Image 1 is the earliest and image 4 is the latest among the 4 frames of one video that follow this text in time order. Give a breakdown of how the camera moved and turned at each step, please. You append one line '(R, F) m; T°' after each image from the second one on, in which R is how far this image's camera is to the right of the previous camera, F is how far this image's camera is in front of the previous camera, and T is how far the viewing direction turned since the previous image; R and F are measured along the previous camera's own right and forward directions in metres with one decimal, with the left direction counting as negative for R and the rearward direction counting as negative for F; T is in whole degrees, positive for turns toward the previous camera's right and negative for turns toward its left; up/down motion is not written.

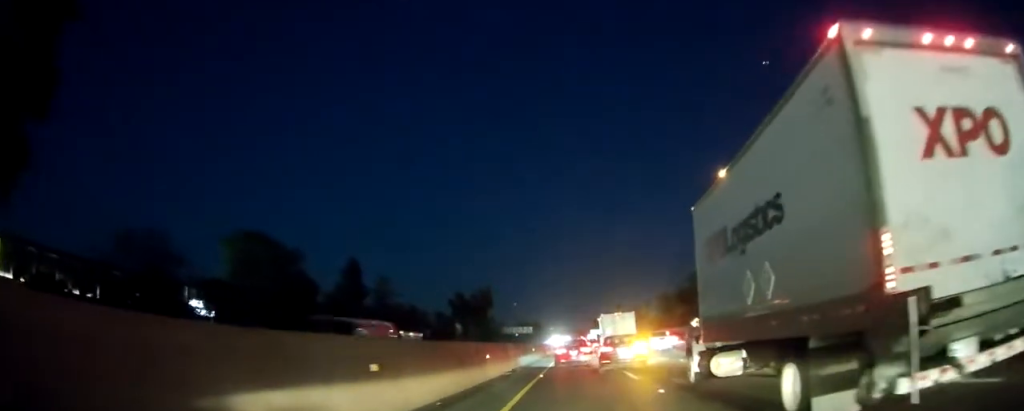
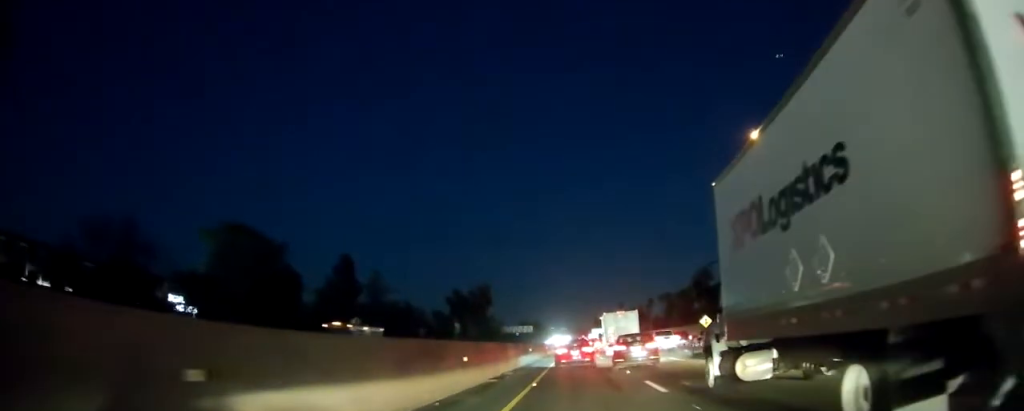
(0.0, +5.5) m; 0°
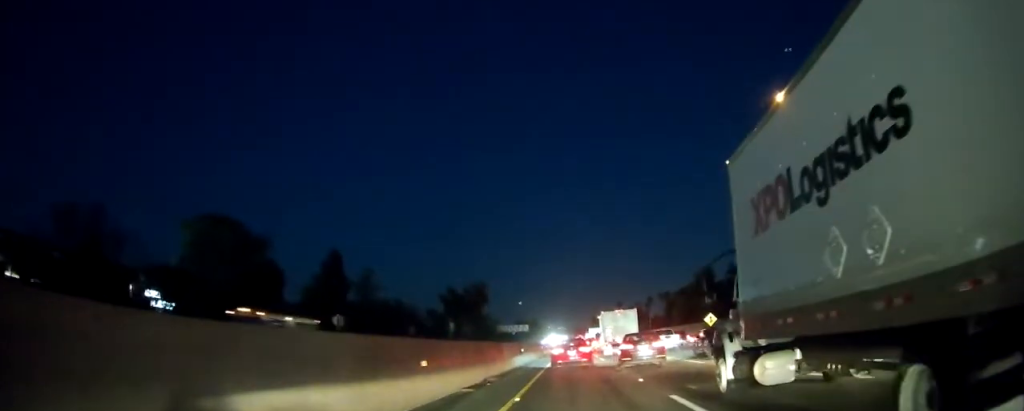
(0.0, +4.8) m; 0°
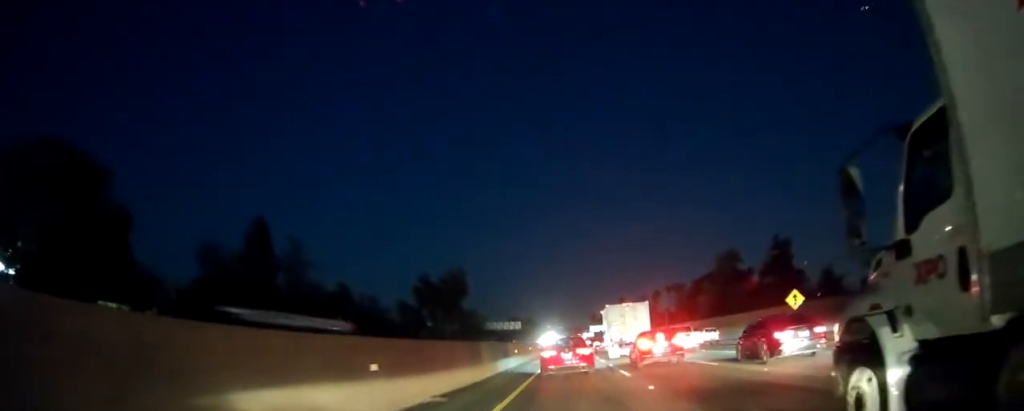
(0.0, +33.0) m; 0°
